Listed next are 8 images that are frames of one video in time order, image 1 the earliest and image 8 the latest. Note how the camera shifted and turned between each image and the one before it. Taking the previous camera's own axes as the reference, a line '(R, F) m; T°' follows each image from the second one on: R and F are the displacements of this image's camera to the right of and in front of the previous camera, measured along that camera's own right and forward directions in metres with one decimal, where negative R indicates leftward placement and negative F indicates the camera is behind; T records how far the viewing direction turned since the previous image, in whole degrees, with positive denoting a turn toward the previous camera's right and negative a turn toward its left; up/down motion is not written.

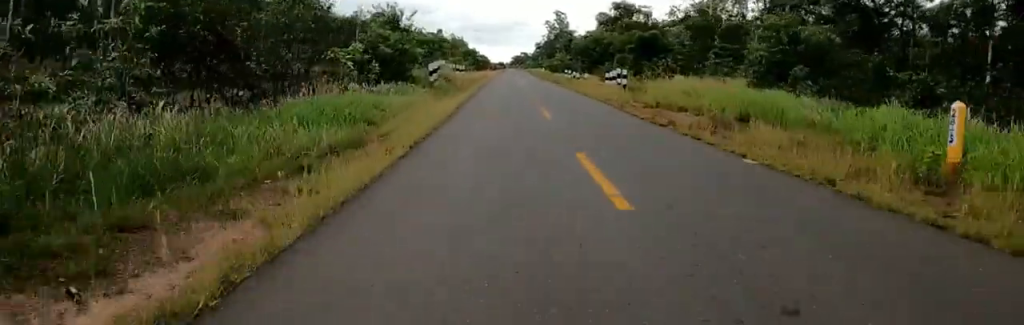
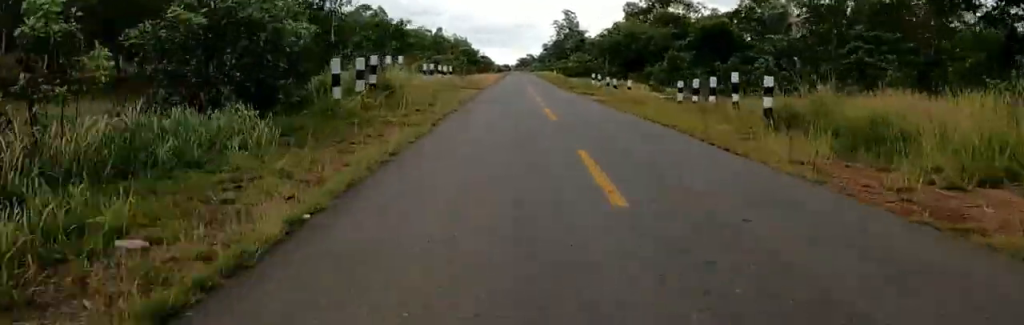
(+0.7, +15.7) m; +1°
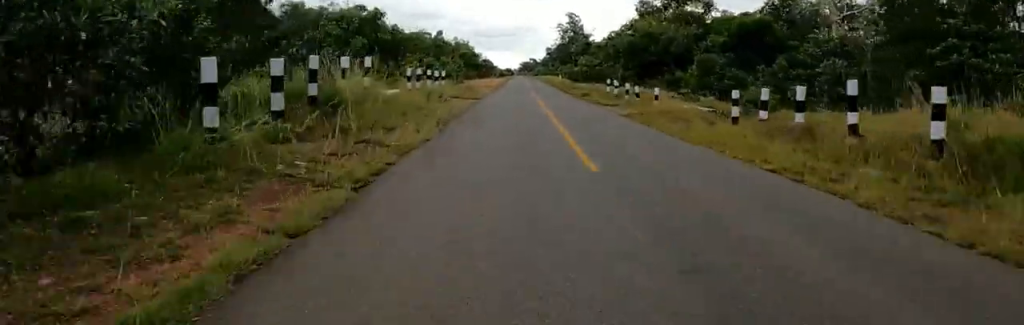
(-0.1, +5.8) m; 0°
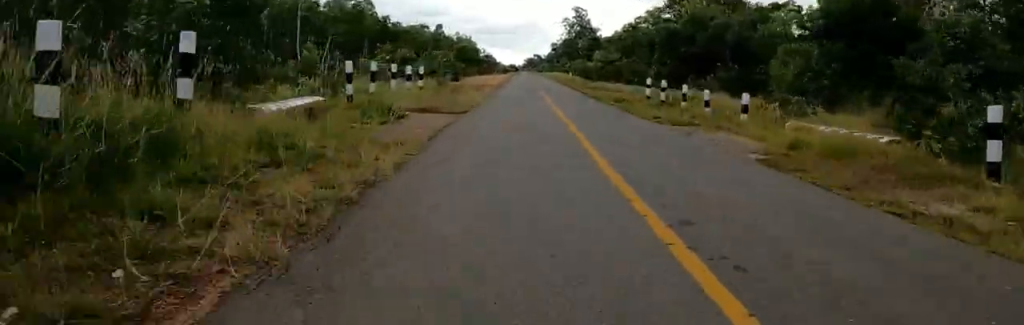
(-0.9, +9.8) m; 0°
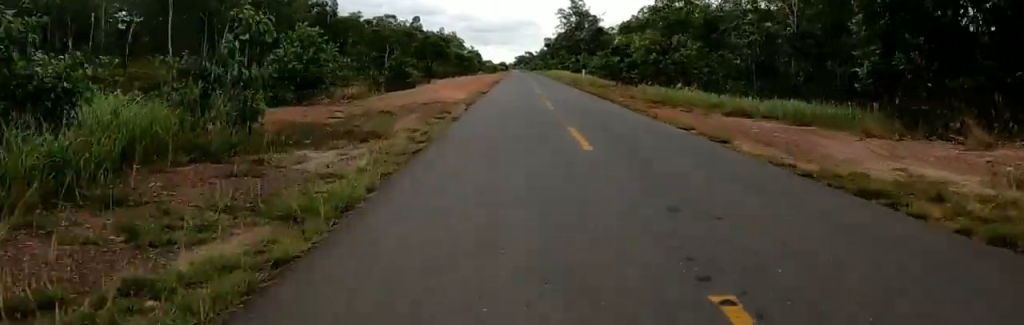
(-0.1, +24.0) m; 0°
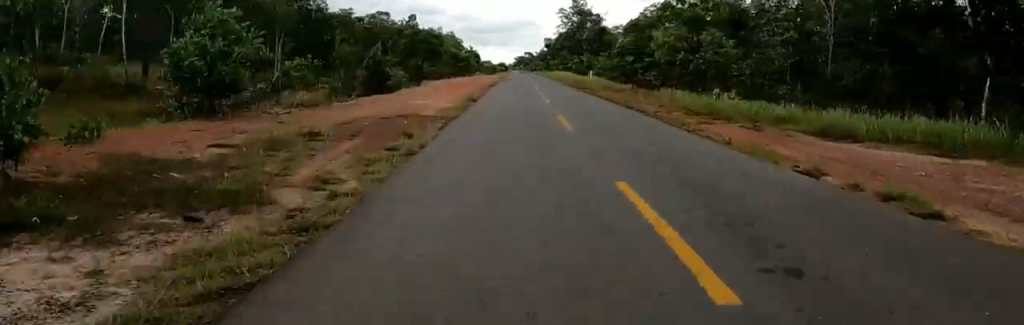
(+0.1, +5.4) m; 0°
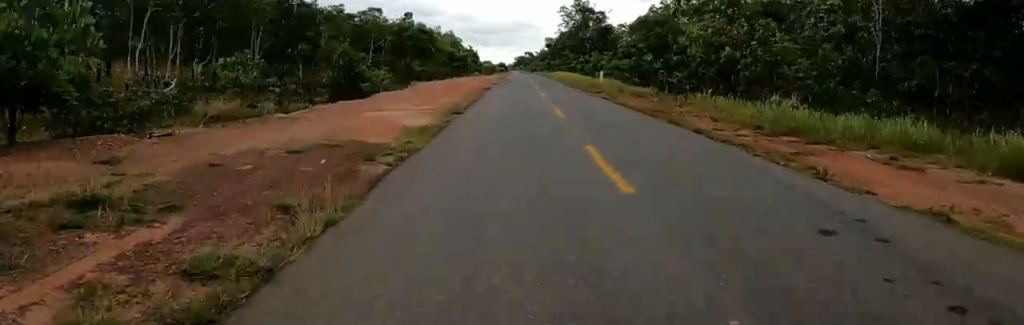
(+0.7, +5.8) m; 0°
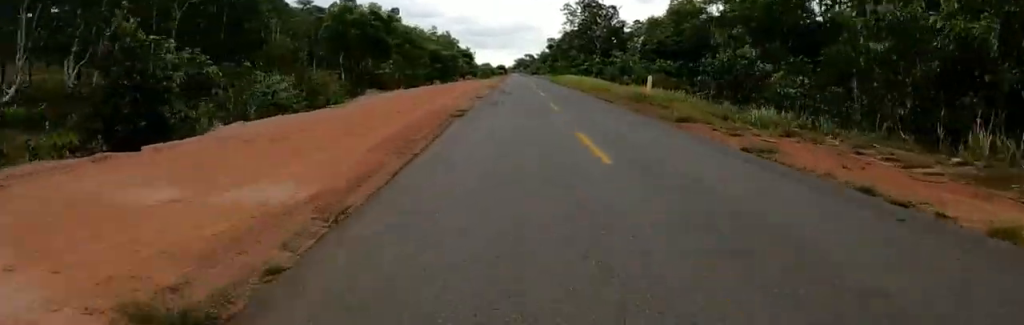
(-0.7, +15.0) m; -6°
